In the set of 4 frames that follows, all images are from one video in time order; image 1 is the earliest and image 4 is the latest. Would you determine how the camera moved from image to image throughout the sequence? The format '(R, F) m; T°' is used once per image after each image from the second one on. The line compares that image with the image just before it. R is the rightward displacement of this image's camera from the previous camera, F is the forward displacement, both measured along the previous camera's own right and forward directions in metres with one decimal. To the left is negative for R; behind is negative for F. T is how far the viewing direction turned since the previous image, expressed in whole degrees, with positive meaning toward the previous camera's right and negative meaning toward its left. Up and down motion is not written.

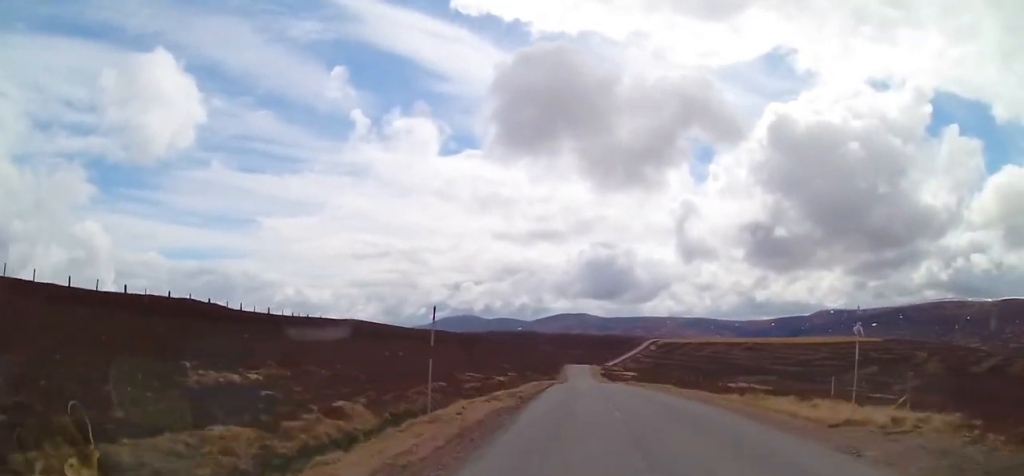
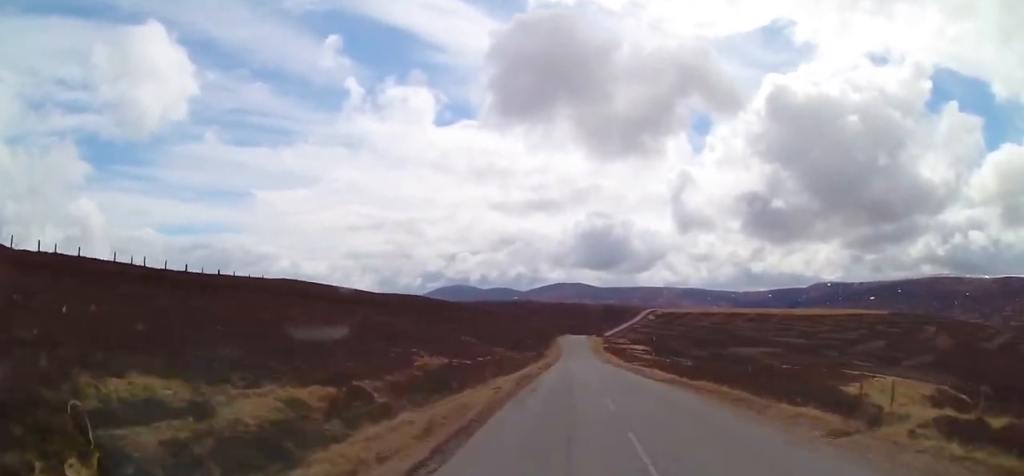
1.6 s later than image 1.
(+0.3, +31.9) m; +1°
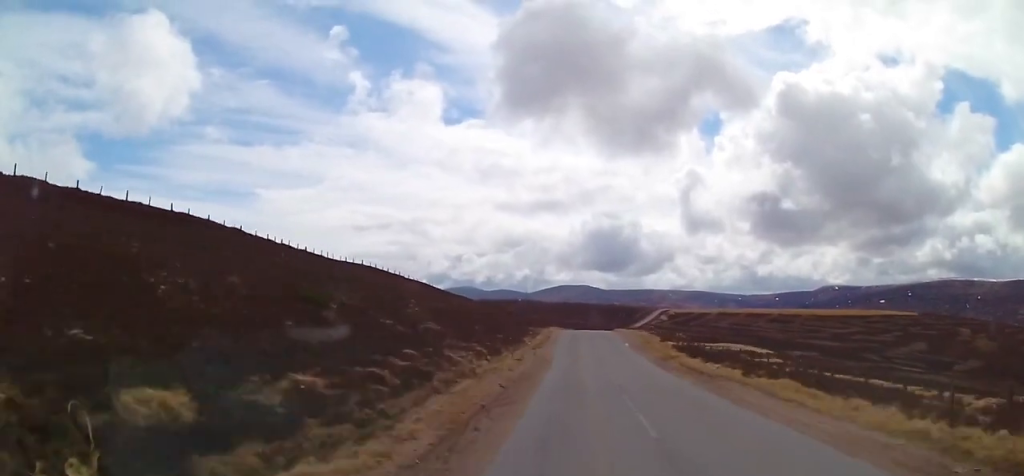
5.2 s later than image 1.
(+0.7, +71.1) m; +1°
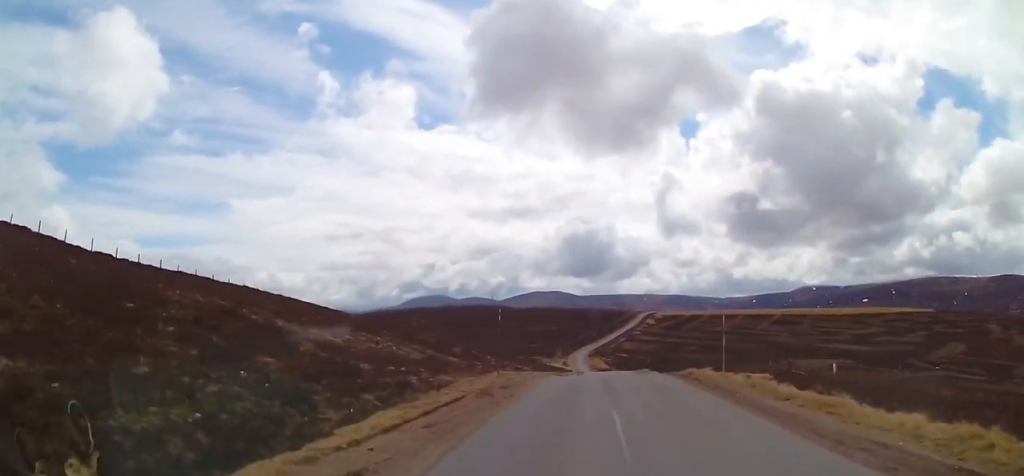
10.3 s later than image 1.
(+2.1, +101.8) m; +3°
